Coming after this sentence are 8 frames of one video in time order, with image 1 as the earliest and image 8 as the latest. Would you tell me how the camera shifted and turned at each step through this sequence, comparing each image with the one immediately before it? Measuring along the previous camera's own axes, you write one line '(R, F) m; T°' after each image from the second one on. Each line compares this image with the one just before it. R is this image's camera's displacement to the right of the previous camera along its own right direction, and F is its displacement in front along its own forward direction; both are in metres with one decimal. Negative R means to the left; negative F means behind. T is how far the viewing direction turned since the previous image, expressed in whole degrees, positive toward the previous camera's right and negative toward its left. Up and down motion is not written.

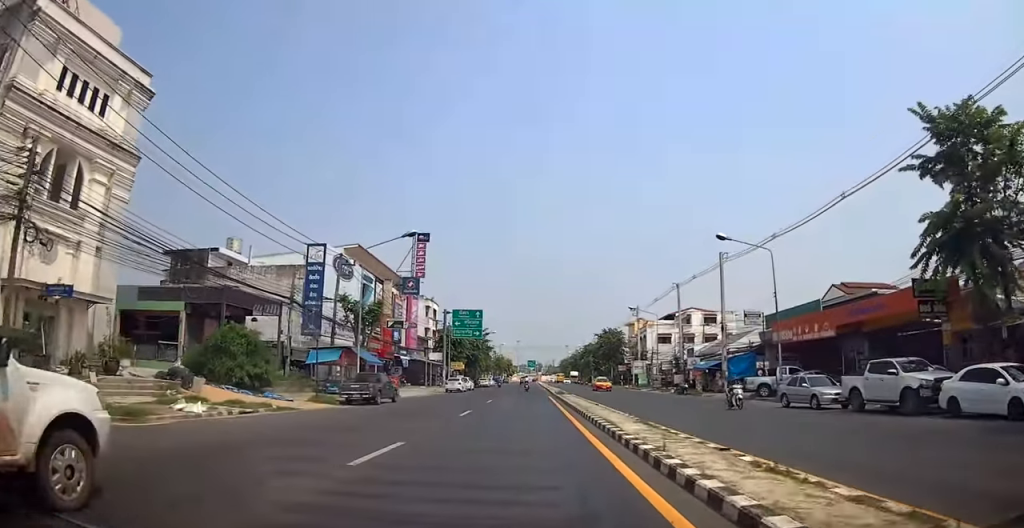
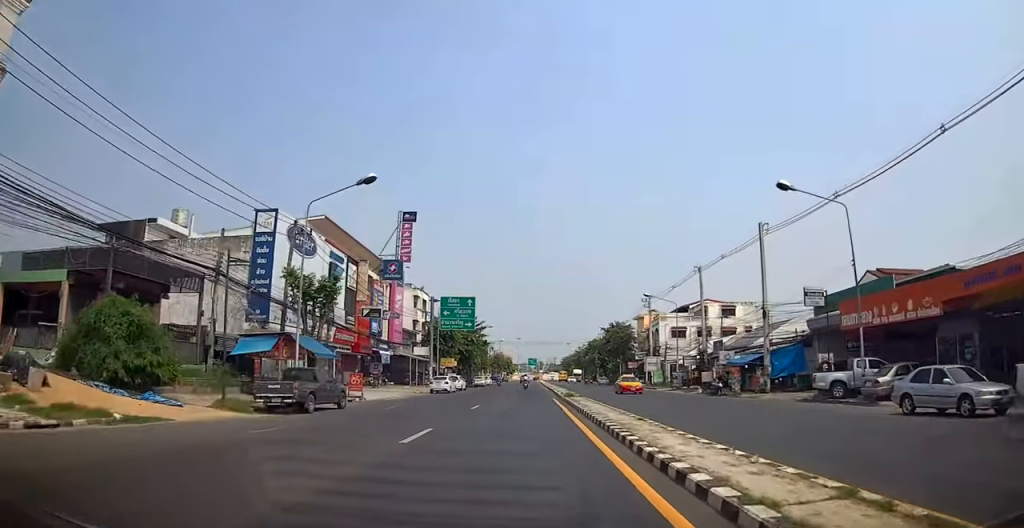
(0.0, +8.8) m; -1°
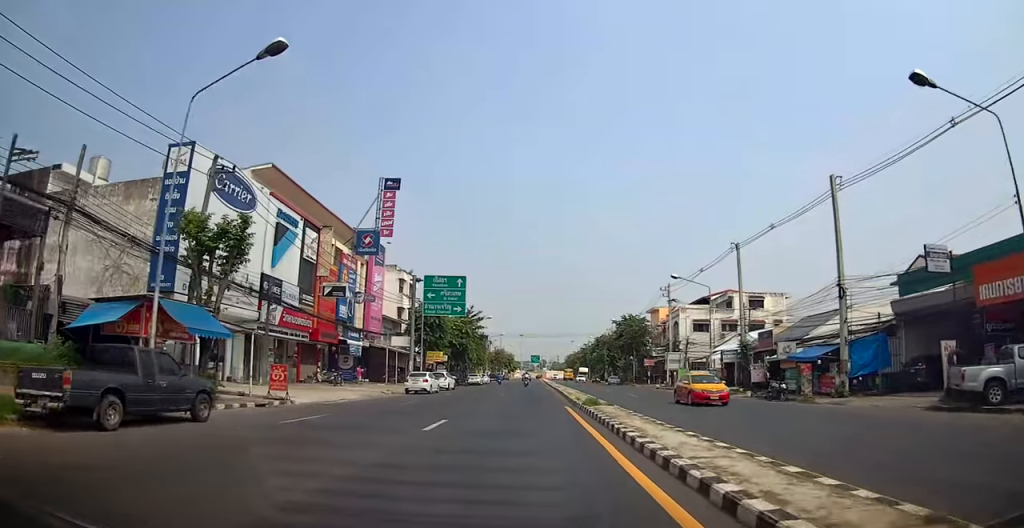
(-0.3, +10.2) m; +1°
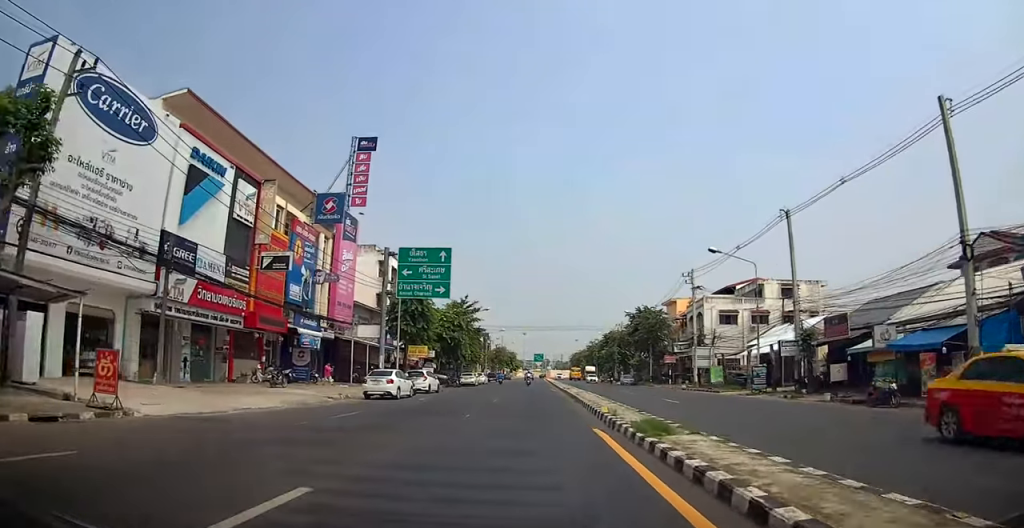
(+0.3, +9.8) m; 0°
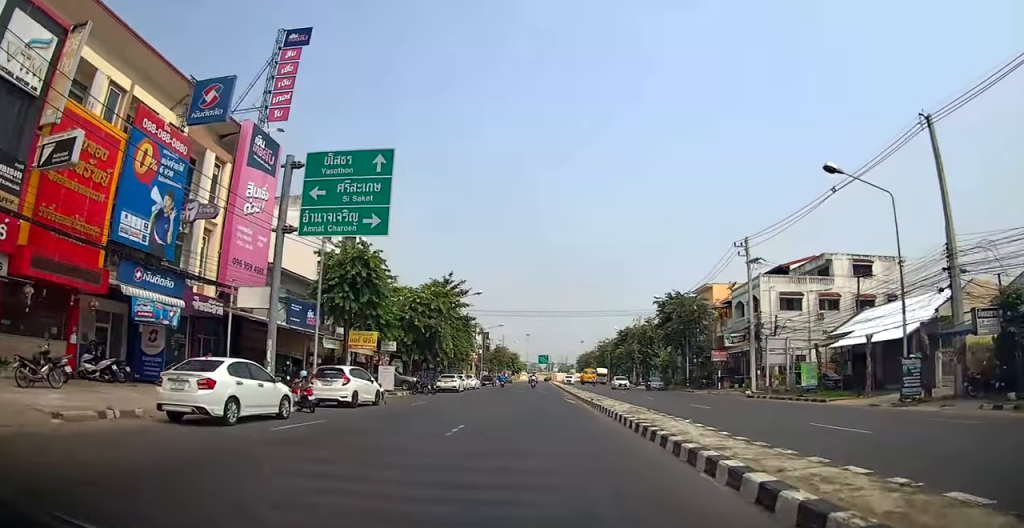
(-0.2, +16.3) m; -3°
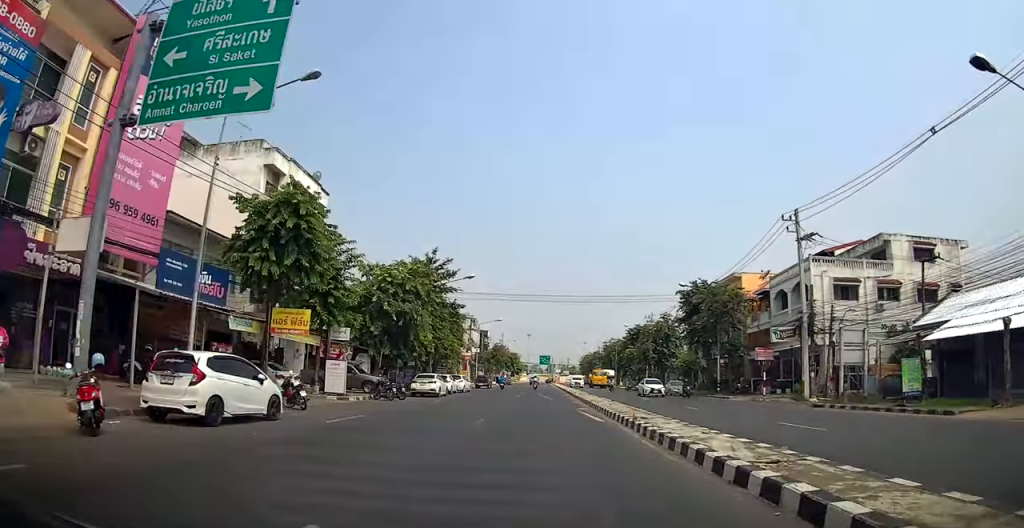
(-0.3, +10.0) m; -2°
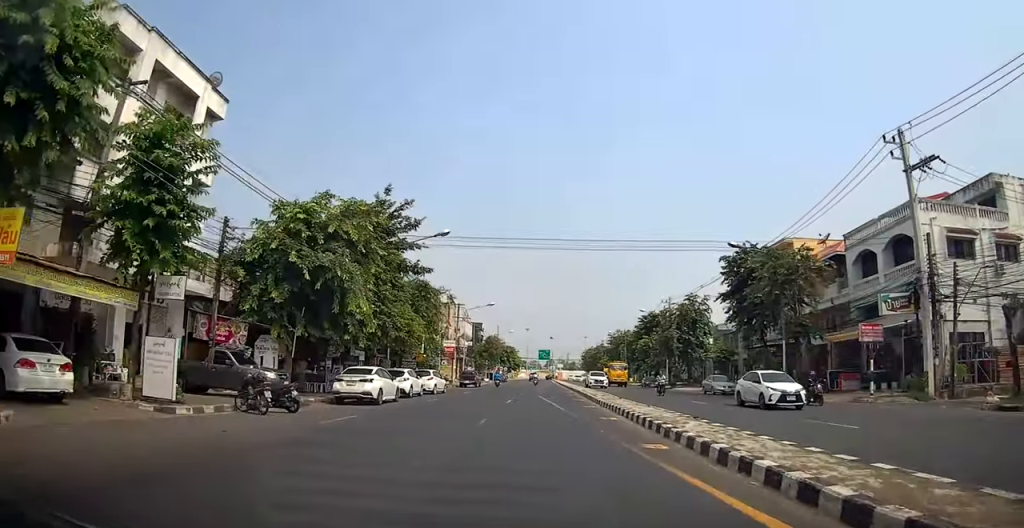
(-0.1, +14.1) m; -1°
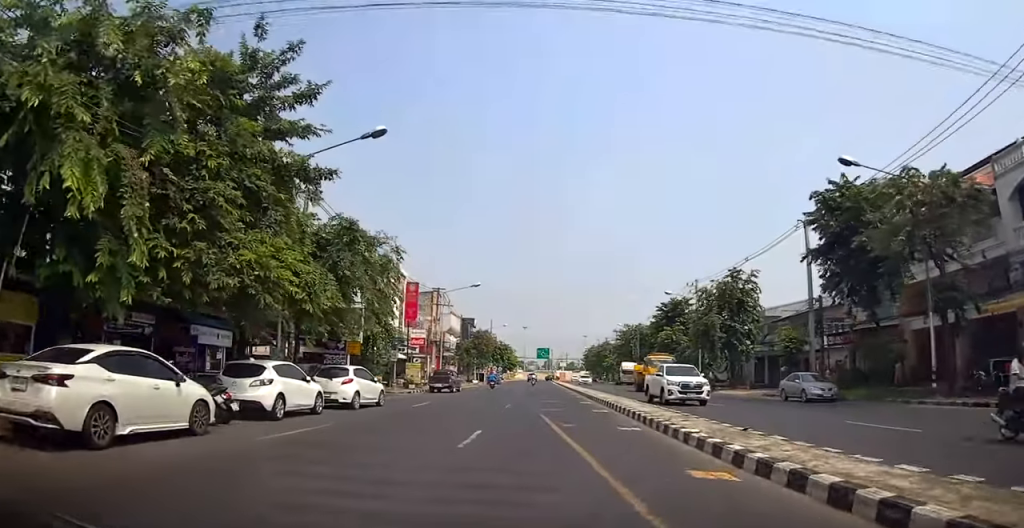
(-0.1, +15.9) m; -1°
